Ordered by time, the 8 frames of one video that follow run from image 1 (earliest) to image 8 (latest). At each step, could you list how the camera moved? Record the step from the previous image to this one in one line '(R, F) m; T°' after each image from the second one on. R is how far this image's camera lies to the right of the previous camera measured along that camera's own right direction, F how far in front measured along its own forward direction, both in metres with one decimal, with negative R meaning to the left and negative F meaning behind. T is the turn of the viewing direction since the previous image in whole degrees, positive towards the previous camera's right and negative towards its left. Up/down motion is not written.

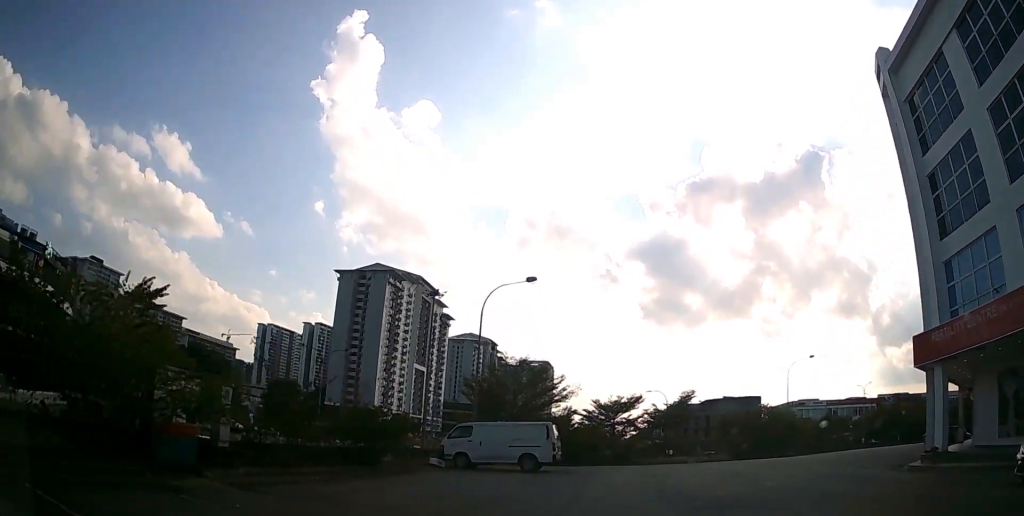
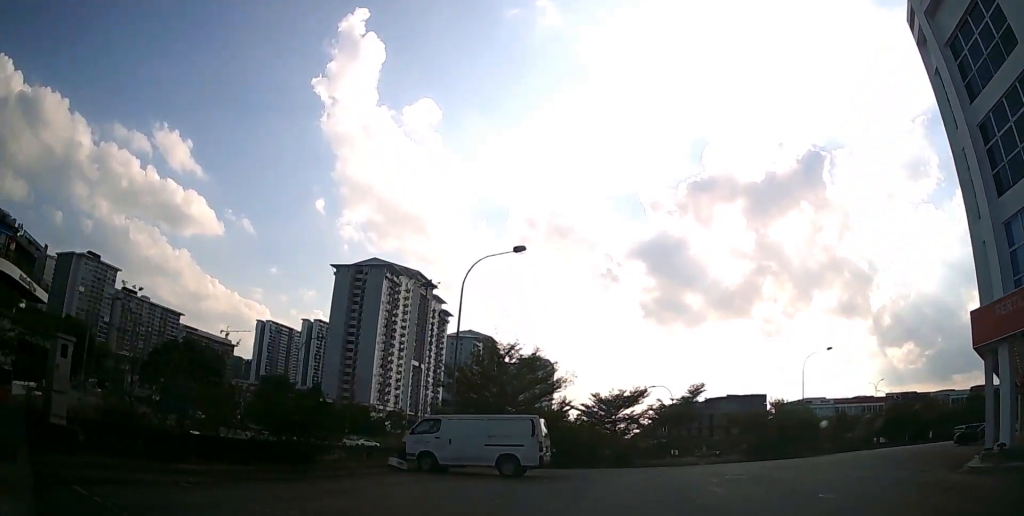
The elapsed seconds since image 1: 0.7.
(+0.1, +4.5) m; +1°
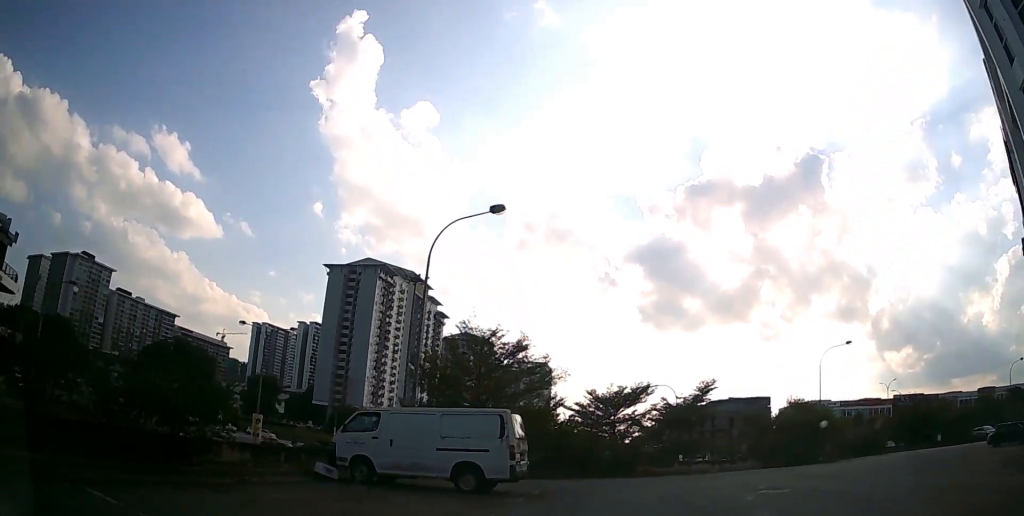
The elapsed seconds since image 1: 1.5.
(0.0, +5.1) m; +1°
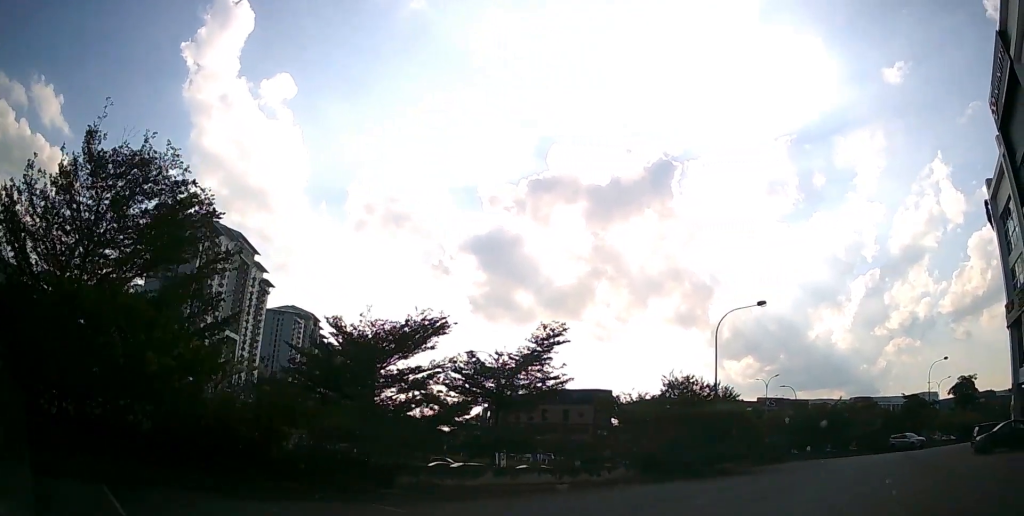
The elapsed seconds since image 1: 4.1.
(+1.2, +15.3) m; +16°
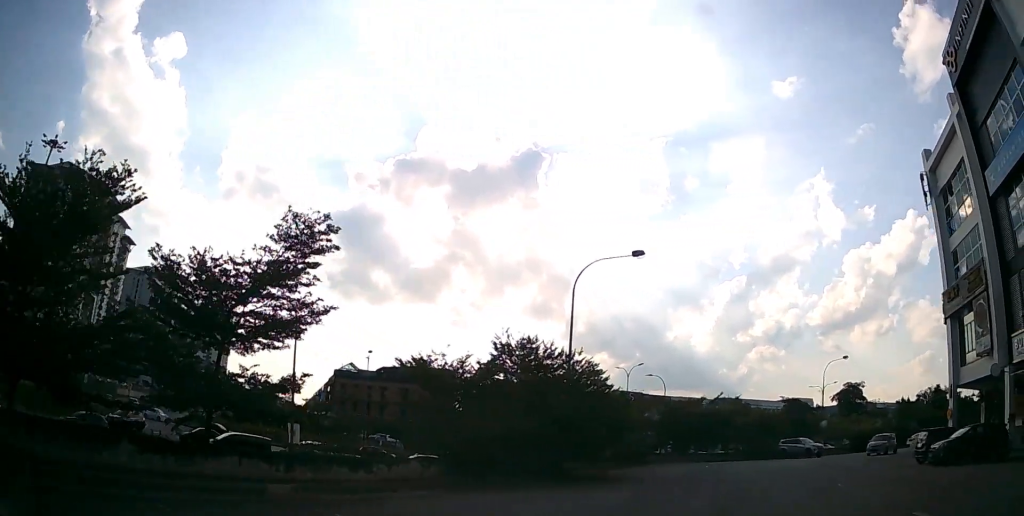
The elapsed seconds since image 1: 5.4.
(+1.2, +8.3) m; +14°
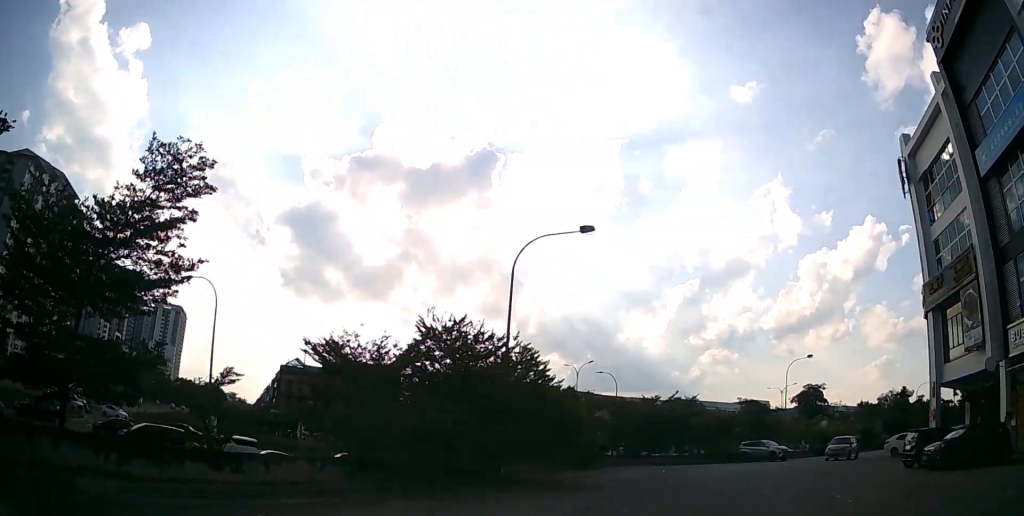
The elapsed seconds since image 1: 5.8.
(+0.2, +3.1) m; +4°
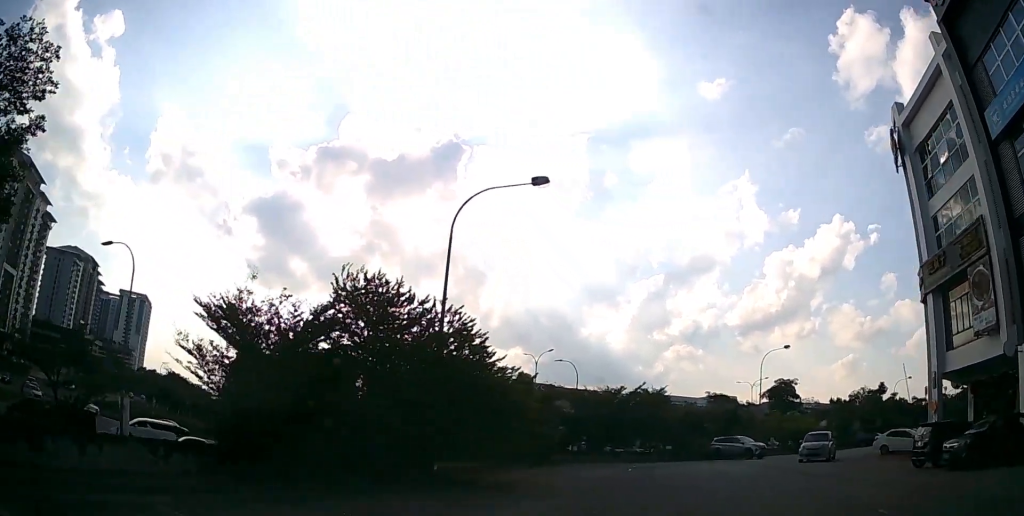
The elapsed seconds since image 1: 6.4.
(+0.1, +3.8) m; +4°
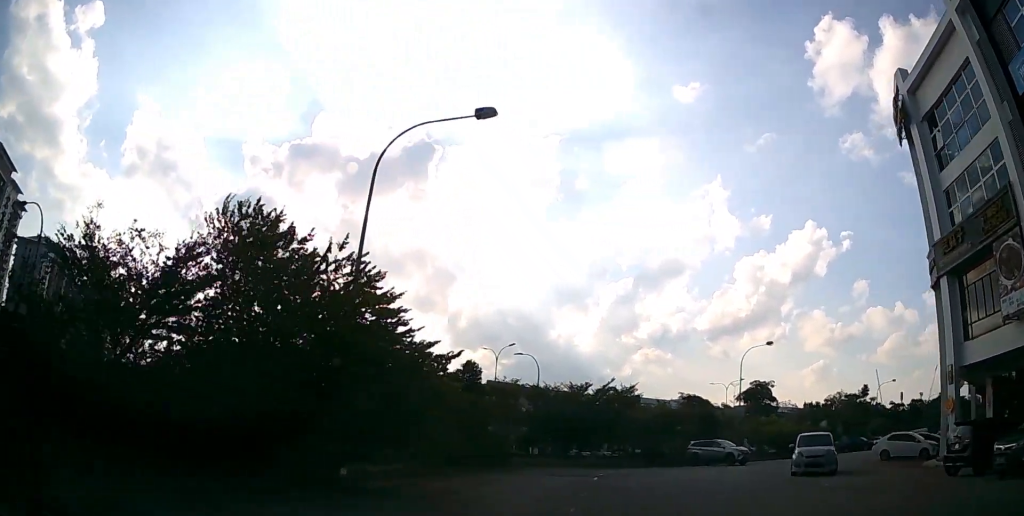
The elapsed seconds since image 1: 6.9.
(+0.1, +4.2) m; +3°
